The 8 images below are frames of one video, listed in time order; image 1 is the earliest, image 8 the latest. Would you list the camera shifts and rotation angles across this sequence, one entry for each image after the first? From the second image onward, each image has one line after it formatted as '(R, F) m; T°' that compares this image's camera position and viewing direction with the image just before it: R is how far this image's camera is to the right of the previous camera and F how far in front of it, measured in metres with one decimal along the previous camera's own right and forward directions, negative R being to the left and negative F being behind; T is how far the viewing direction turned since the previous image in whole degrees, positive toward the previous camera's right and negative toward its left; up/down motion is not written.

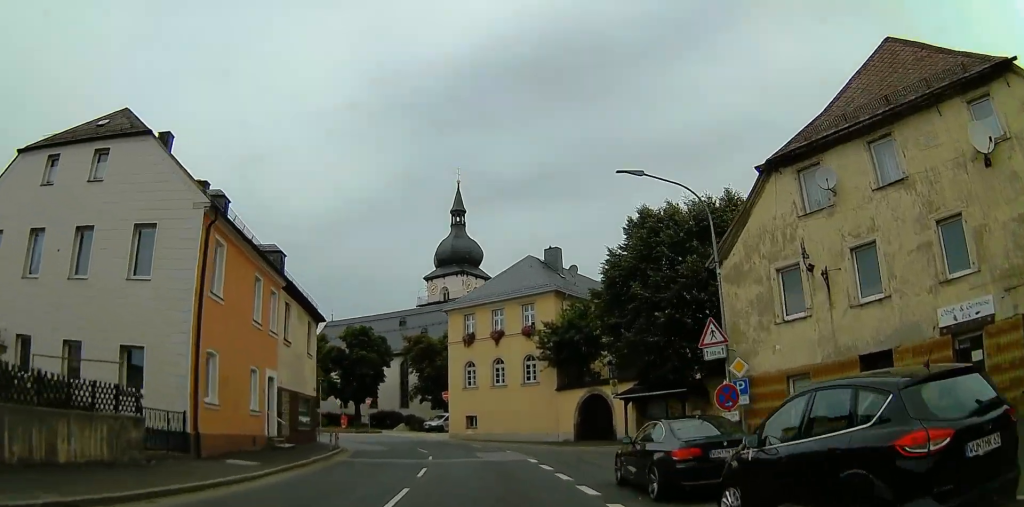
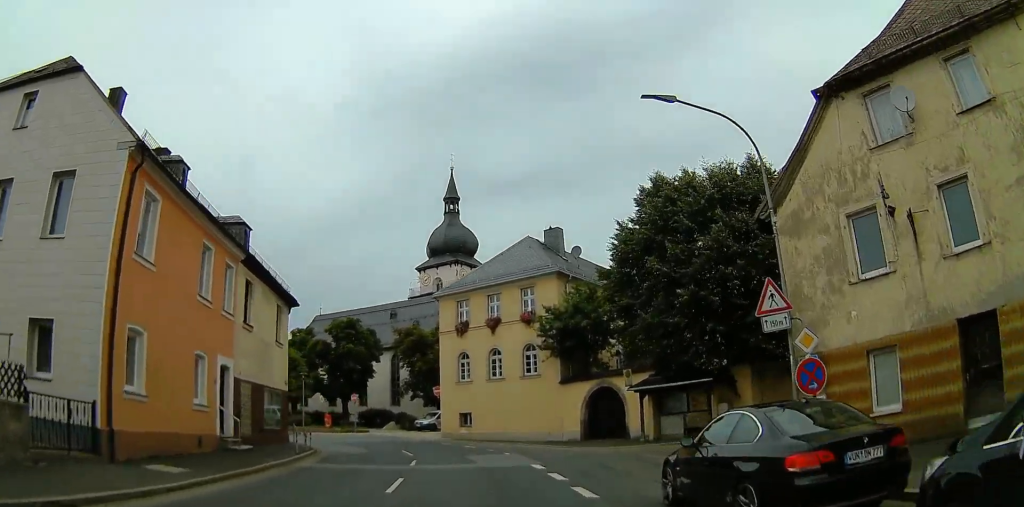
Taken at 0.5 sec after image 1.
(+0.4, +3.9) m; 0°
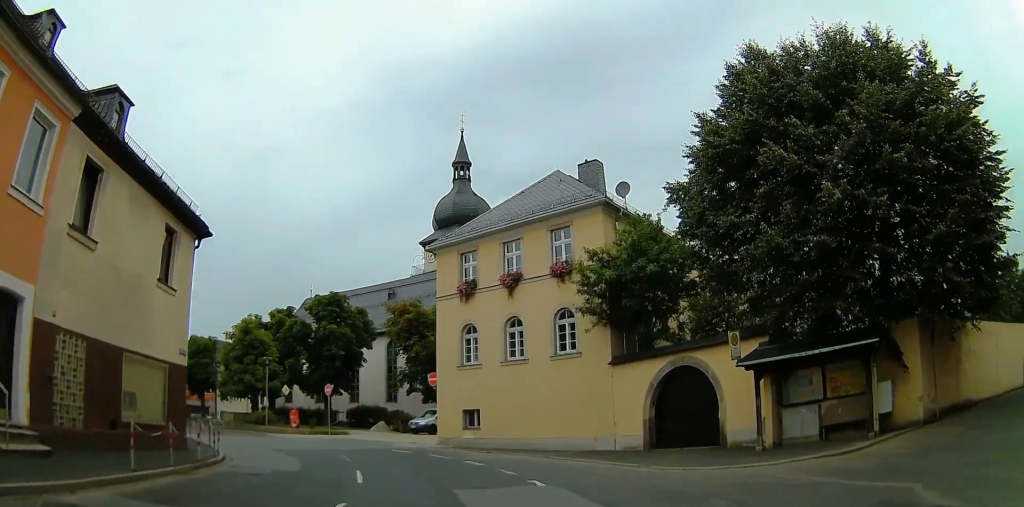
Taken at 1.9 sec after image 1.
(-0.4, +11.1) m; -5°
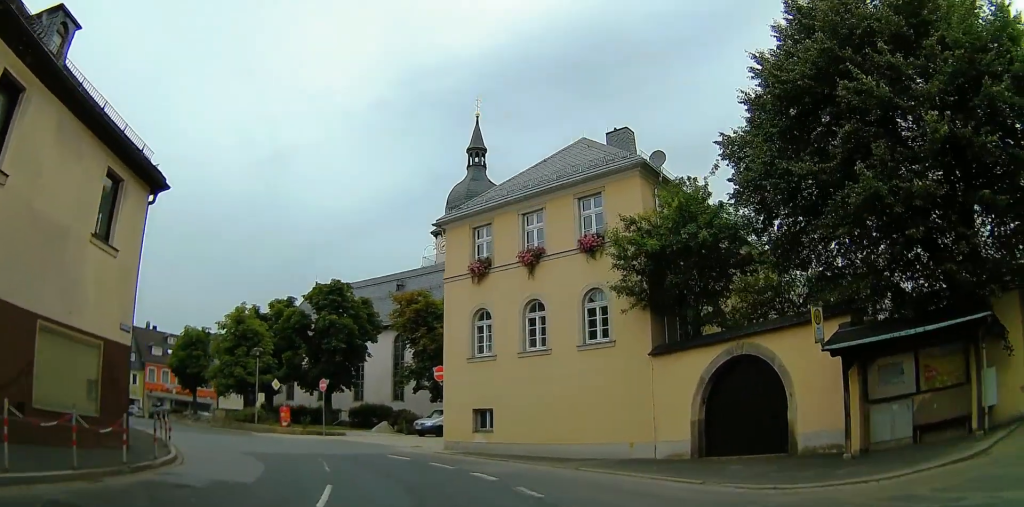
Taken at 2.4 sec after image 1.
(0.0, +4.2) m; -2°
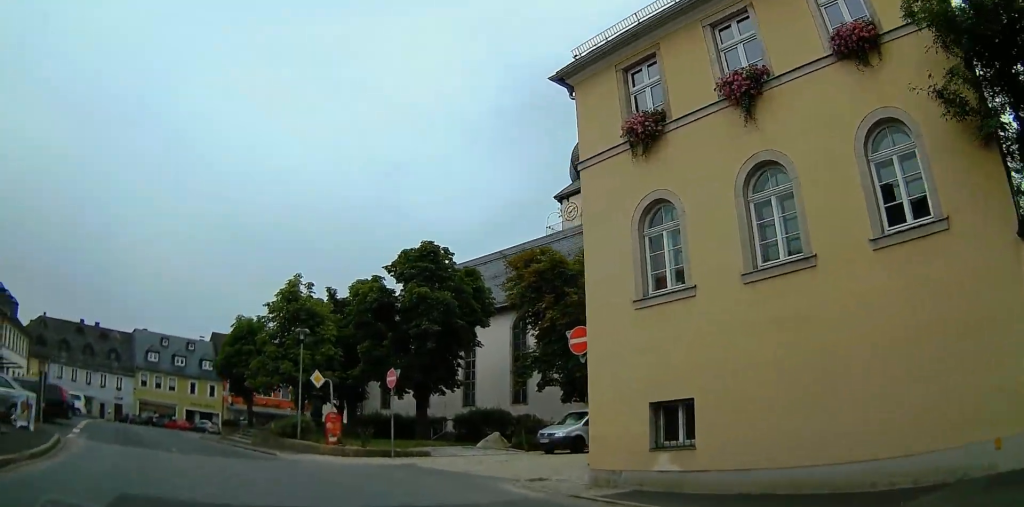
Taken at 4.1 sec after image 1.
(-0.4, +12.4) m; -5°
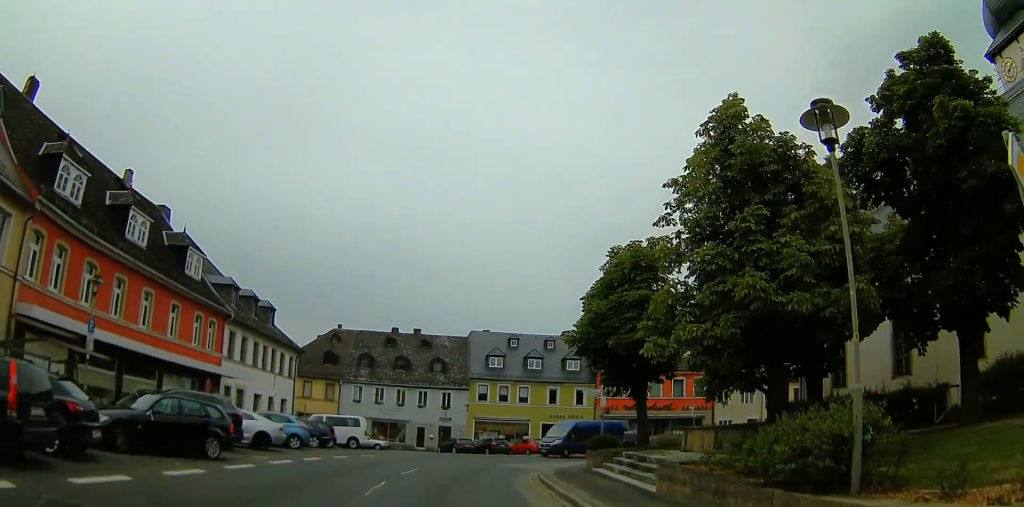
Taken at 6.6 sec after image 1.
(-5.0, +16.1) m; -36°
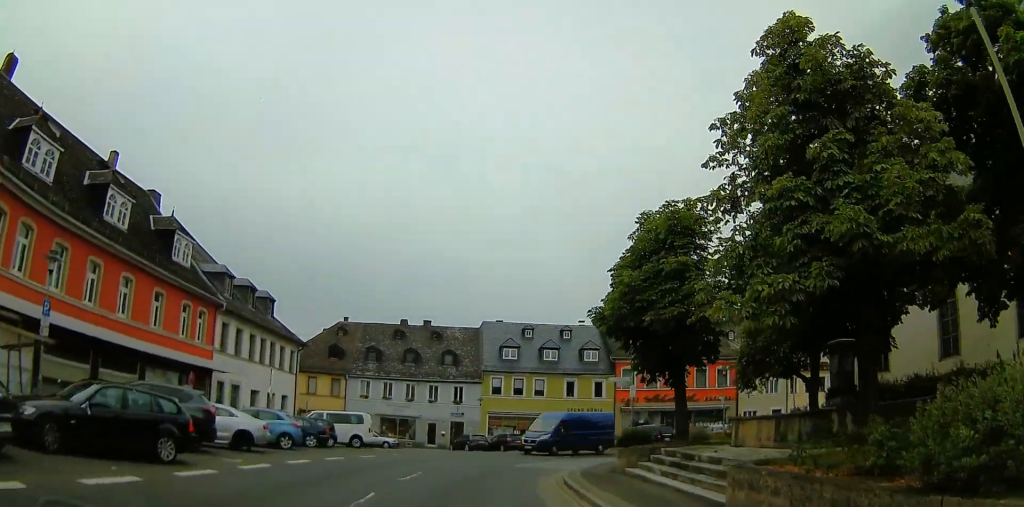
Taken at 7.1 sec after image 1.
(+0.3, +2.9) m; -6°
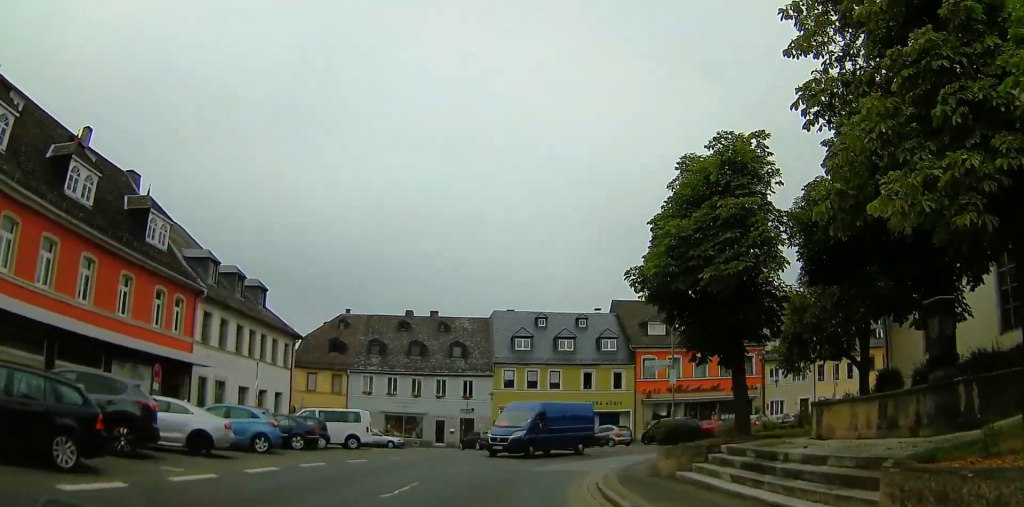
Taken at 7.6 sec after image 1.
(-1.4, +3.5) m; -7°
